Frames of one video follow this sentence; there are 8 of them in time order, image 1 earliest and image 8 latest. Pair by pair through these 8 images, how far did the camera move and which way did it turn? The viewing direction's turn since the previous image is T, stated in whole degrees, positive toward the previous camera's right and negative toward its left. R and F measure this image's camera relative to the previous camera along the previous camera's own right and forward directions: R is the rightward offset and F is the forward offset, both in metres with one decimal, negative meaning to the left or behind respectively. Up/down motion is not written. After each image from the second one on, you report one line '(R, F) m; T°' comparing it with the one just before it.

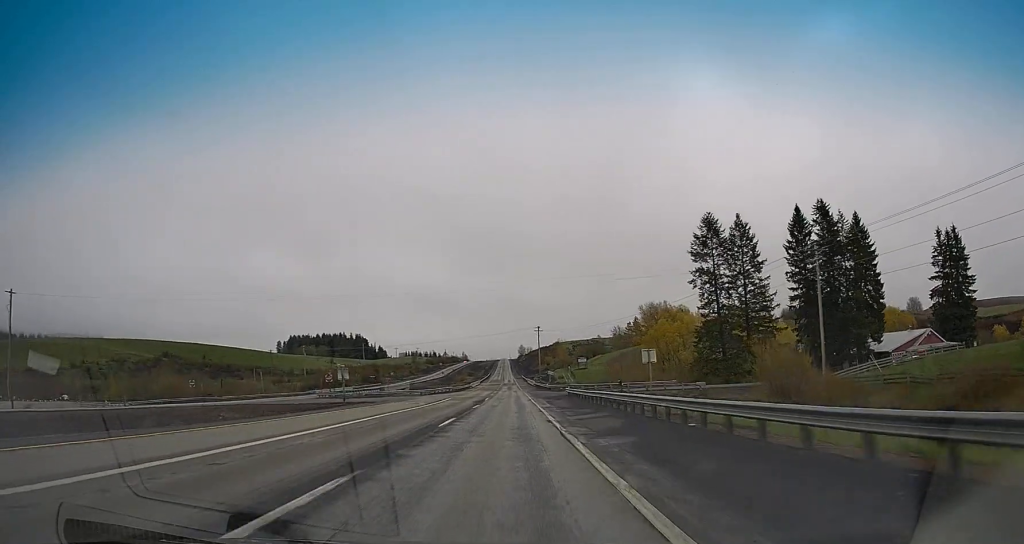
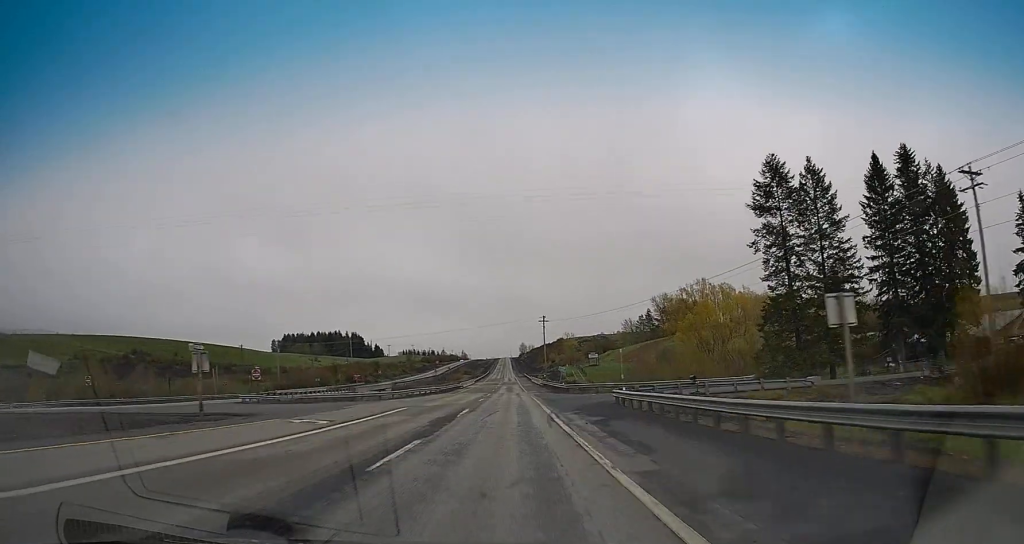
(+0.7, +25.4) m; 0°
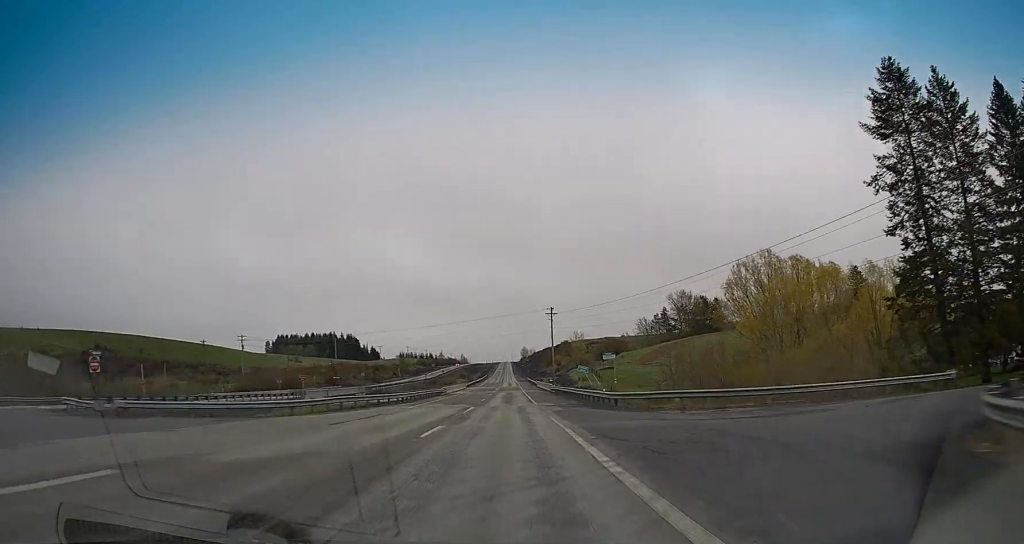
(-0.6, +26.4) m; -1°
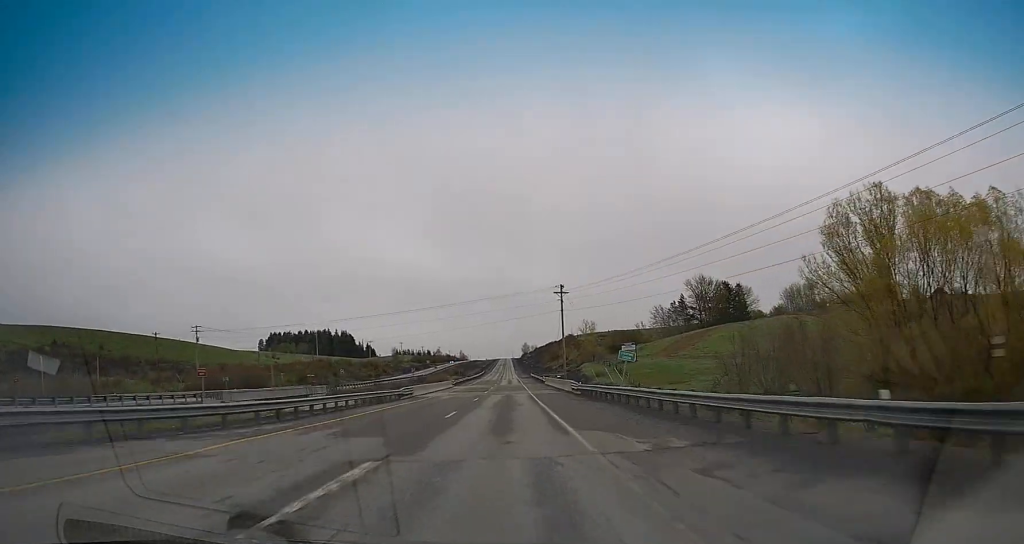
(+0.1, +25.5) m; 0°
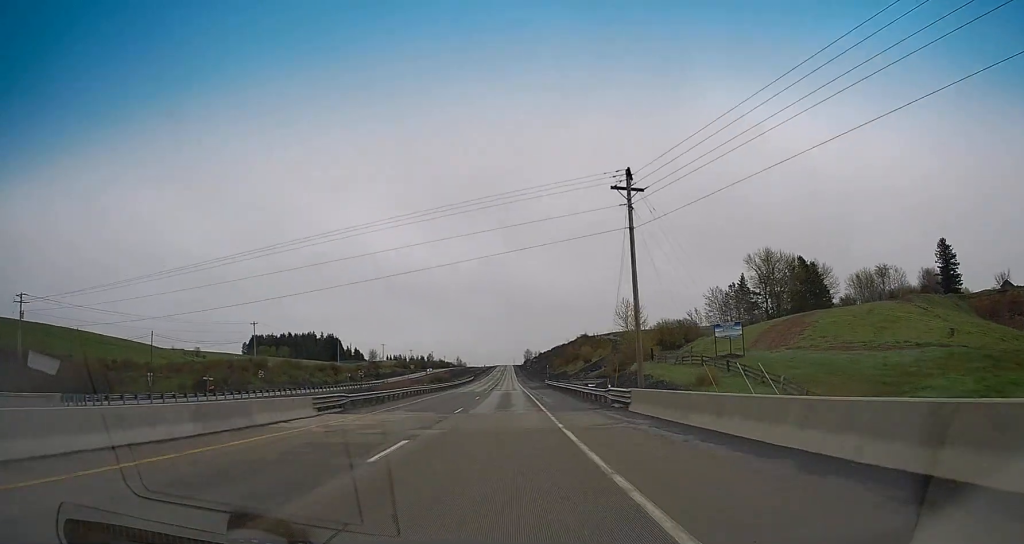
(-0.5, +58.6) m; 0°
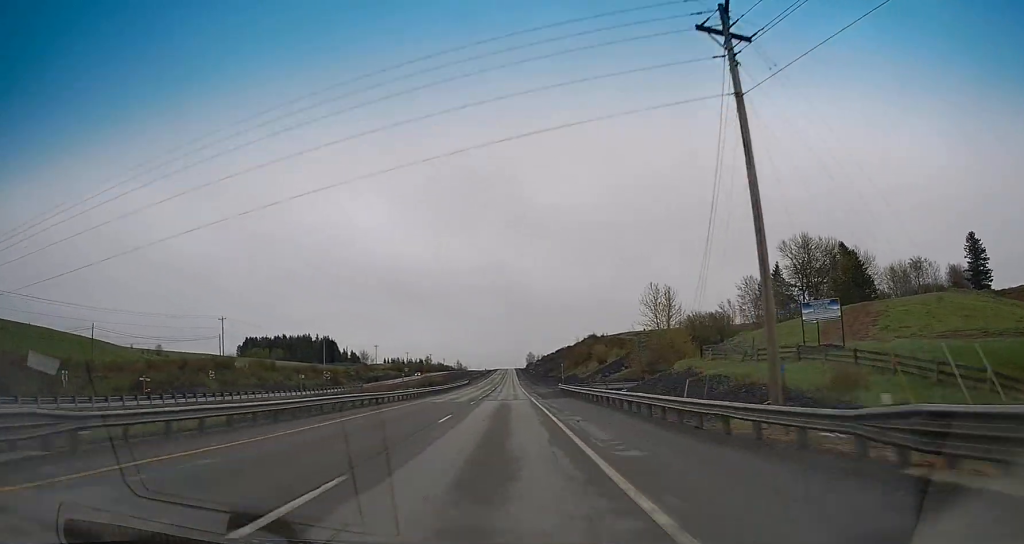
(+0.1, +21.5) m; 0°
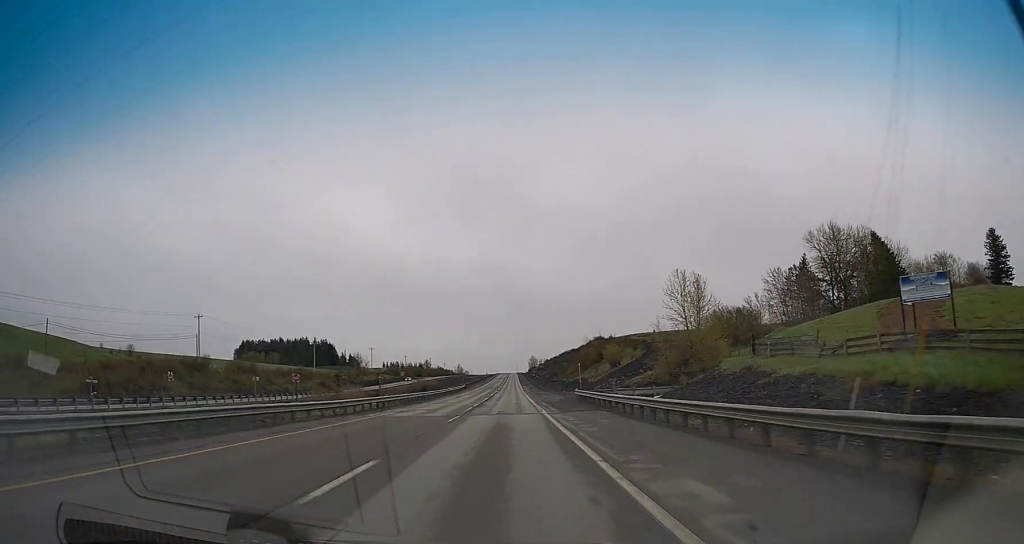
(+0.2, +13.6) m; 0°
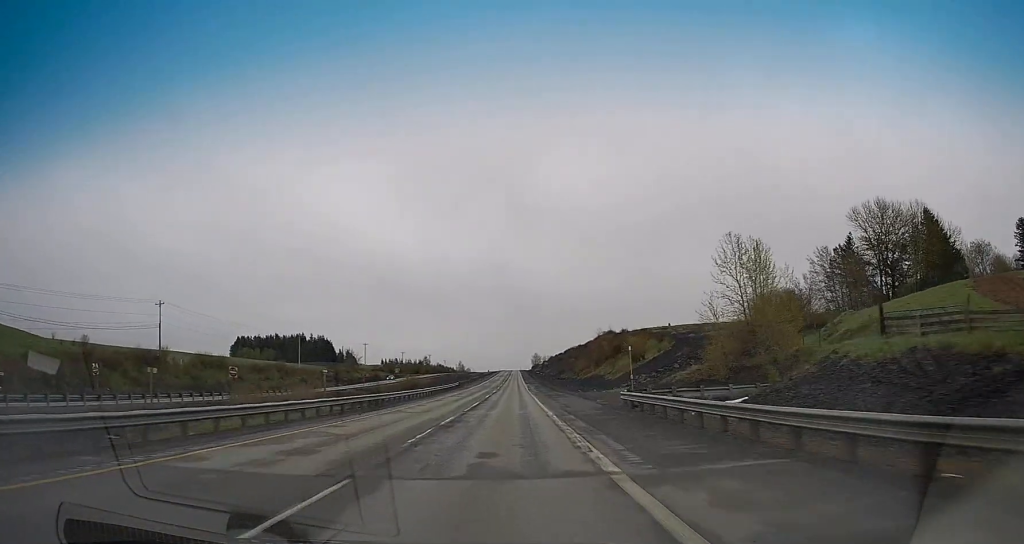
(-0.1, +18.3) m; -1°
